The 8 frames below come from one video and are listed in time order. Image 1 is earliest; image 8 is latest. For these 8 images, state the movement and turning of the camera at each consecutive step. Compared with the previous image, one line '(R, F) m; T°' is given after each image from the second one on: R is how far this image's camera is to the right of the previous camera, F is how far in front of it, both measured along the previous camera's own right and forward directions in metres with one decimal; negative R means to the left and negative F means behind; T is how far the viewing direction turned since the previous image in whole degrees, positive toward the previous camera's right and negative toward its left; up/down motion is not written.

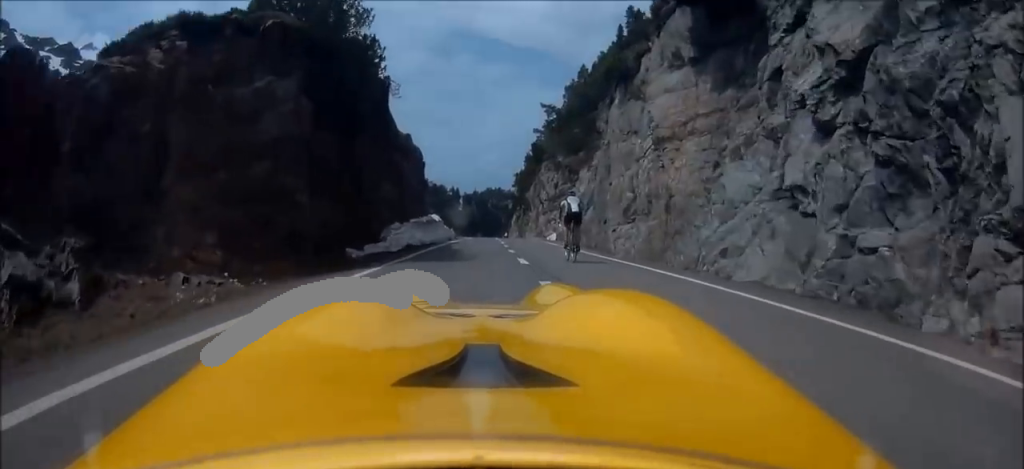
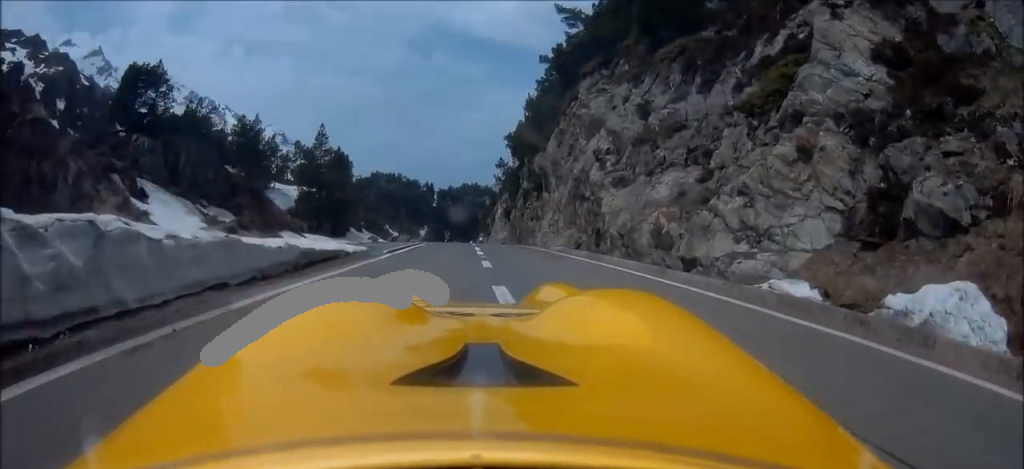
(+0.2, +37.3) m; +2°
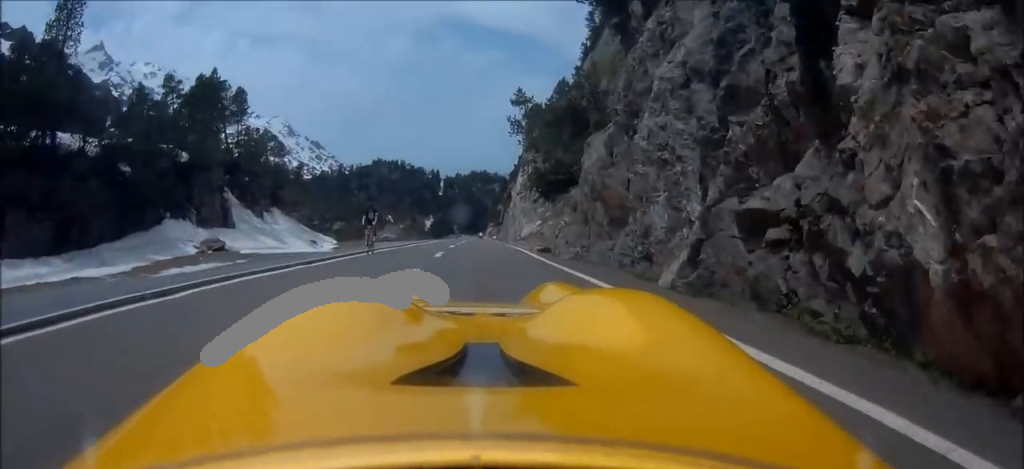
(+0.3, +41.1) m; 0°
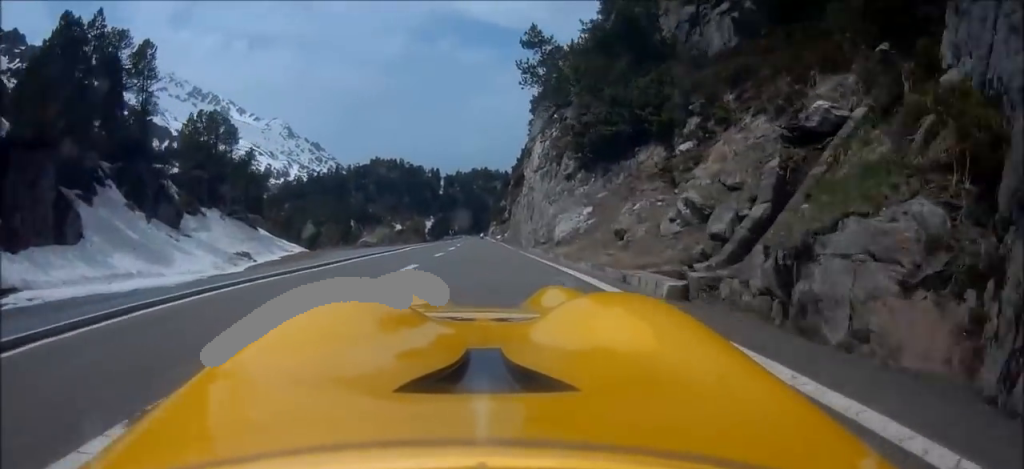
(0.0, +15.6) m; 0°
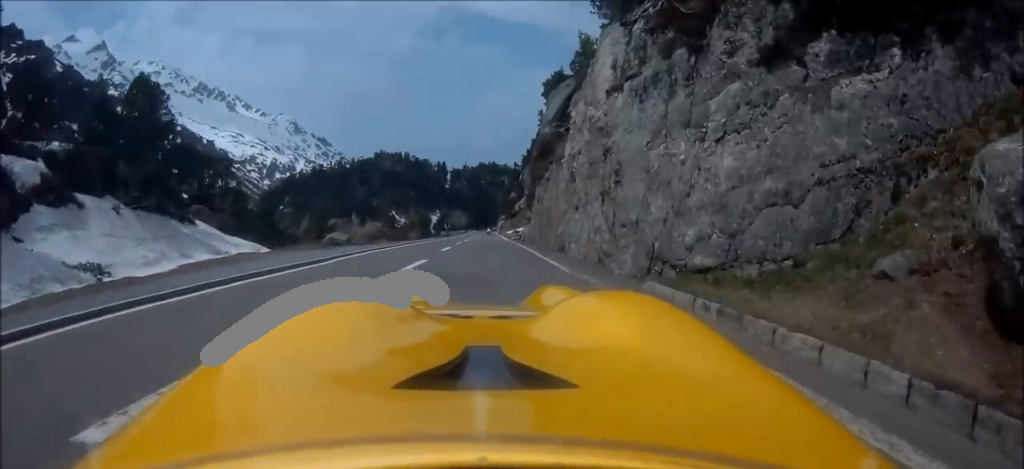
(0.0, +16.6) m; 0°
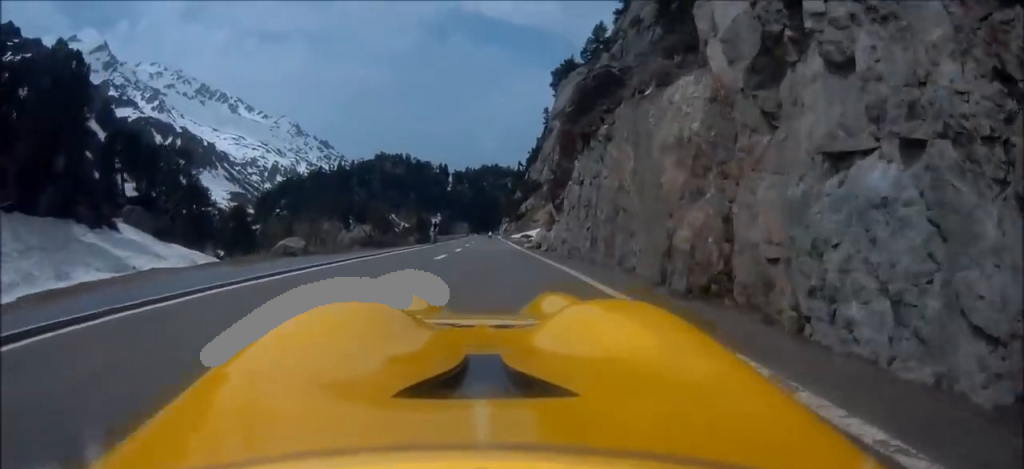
(0.0, +12.3) m; 0°
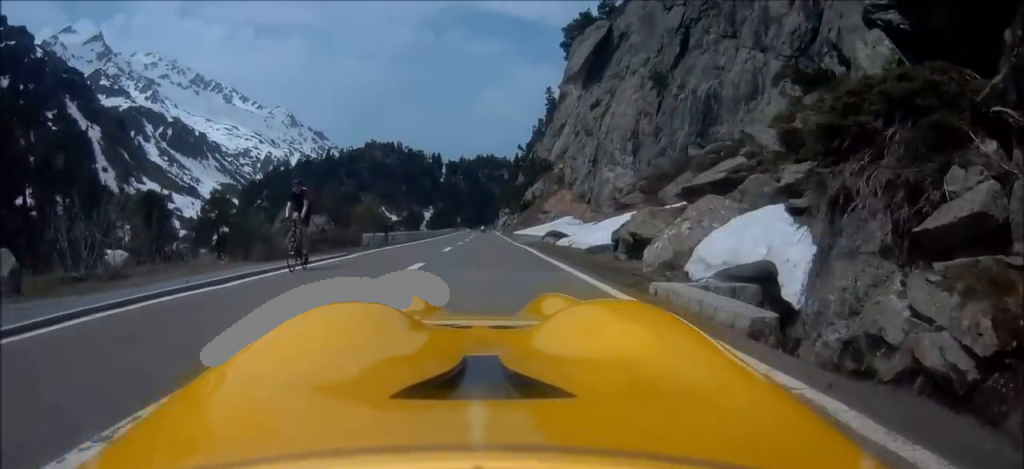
(-0.2, +24.9) m; -1°
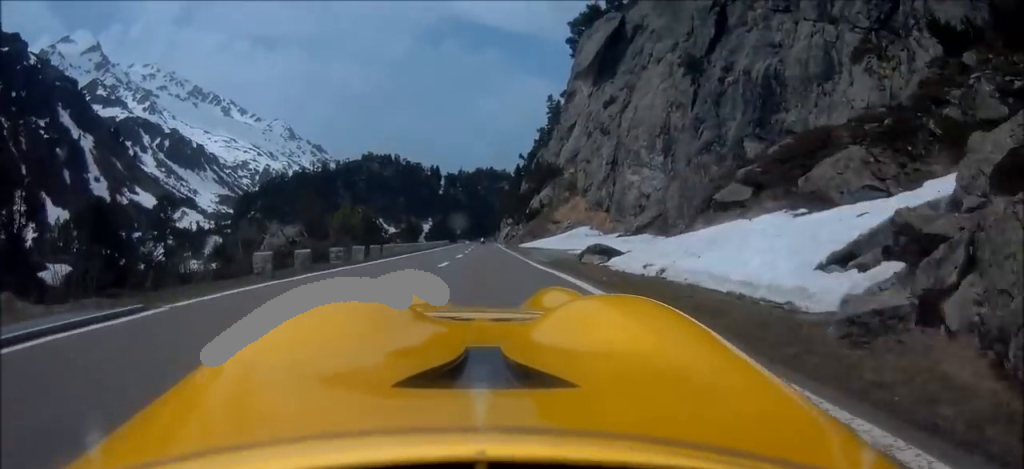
(-0.2, +10.8) m; 0°
